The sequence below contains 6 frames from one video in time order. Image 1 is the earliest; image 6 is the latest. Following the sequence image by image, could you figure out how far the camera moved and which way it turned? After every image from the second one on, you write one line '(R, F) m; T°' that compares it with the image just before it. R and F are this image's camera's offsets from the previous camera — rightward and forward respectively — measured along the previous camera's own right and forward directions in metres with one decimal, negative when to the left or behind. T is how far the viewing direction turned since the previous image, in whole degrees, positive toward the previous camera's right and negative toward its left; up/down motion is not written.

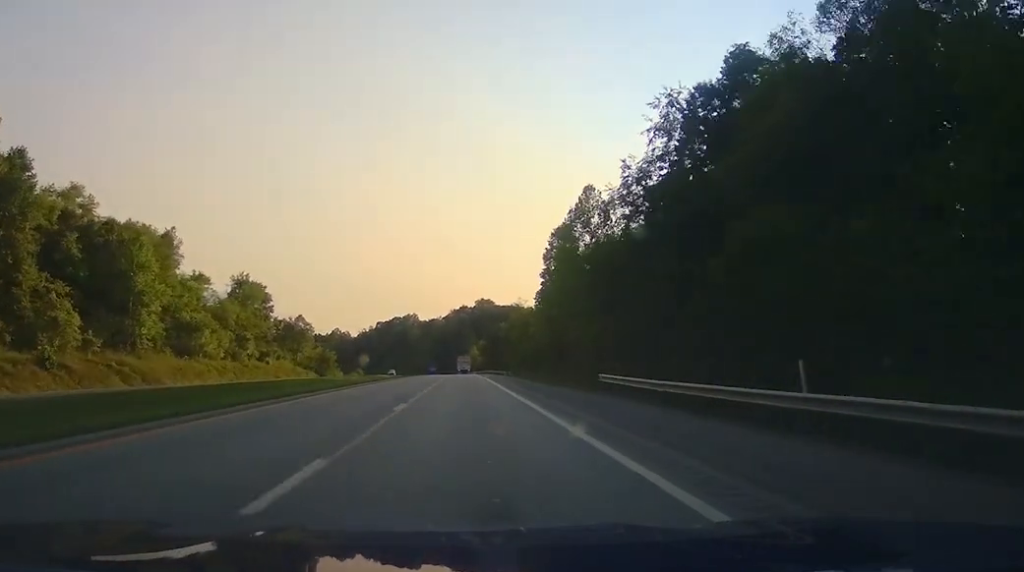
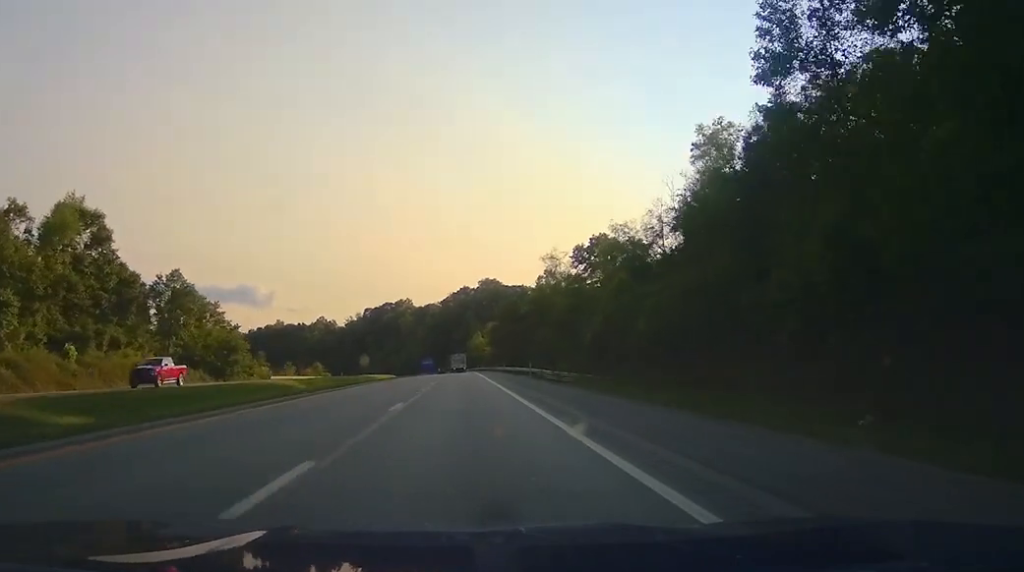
(-0.2, +72.7) m; 0°
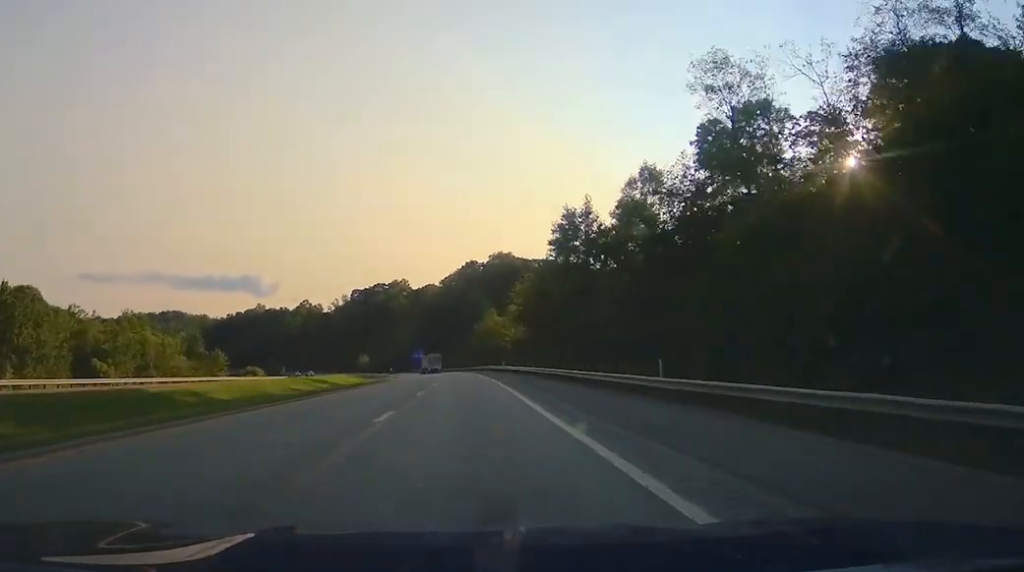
(+0.2, +76.1) m; 0°
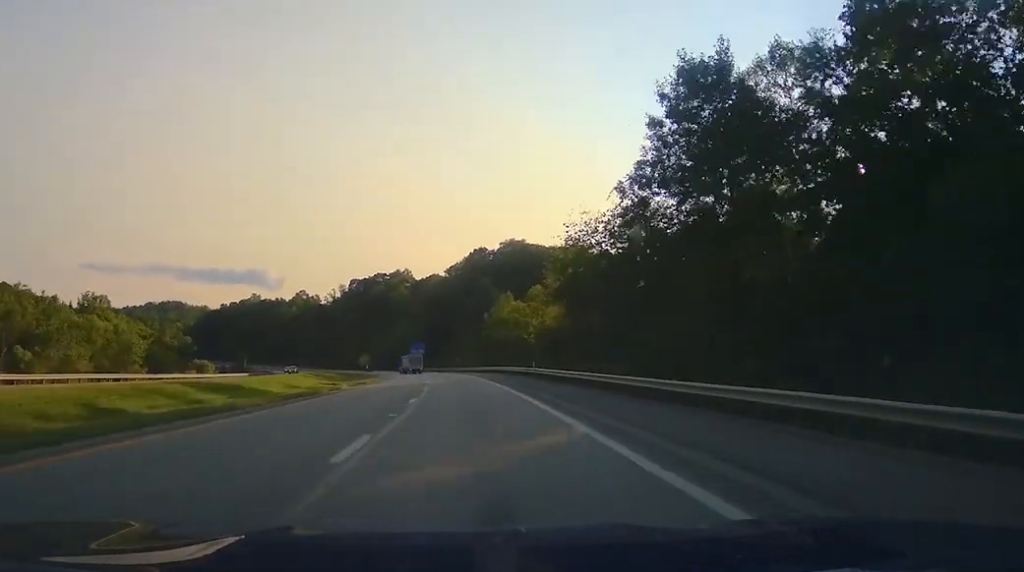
(-0.3, +30.2) m; -3°
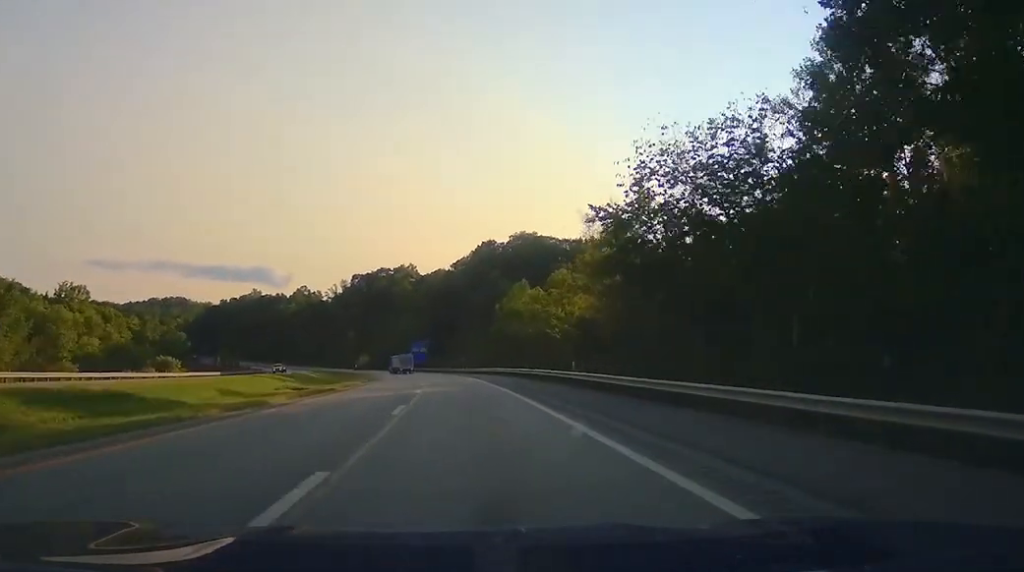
(-0.5, +16.0) m; -1°
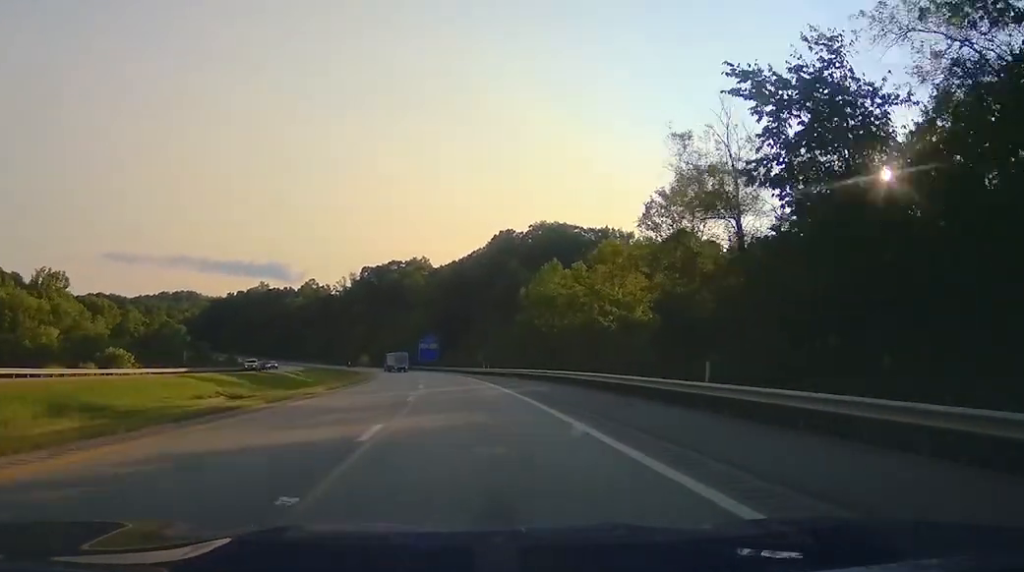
(-0.4, +18.1) m; -1°
